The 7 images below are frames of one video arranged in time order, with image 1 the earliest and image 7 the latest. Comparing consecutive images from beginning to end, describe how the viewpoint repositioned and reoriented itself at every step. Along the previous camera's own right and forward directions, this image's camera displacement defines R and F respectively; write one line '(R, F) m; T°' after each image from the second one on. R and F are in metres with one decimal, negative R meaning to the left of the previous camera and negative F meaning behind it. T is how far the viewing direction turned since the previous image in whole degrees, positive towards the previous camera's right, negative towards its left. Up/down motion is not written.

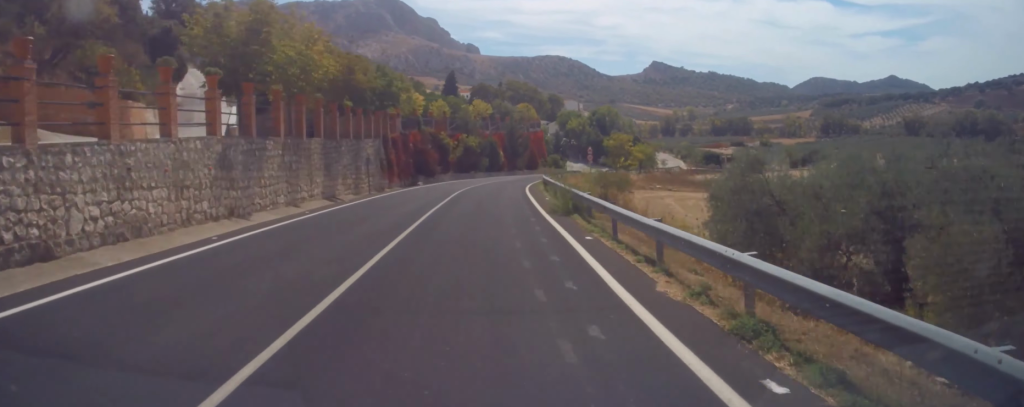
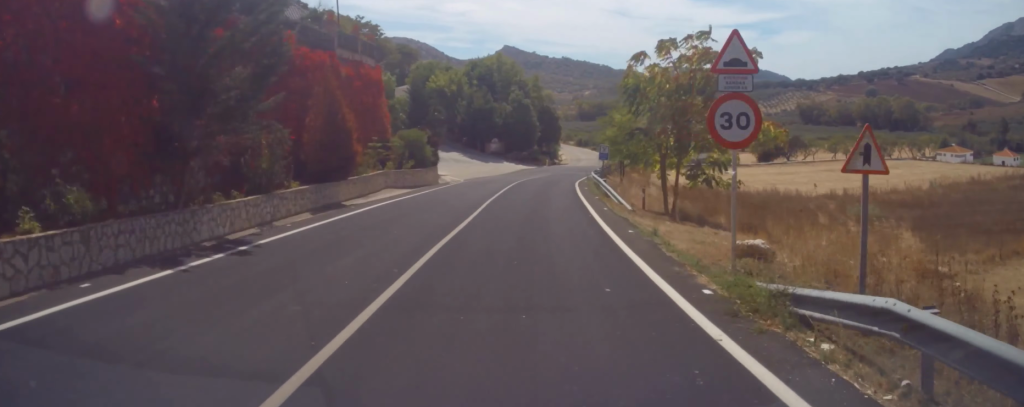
(+10.0, +83.3) m; +7°
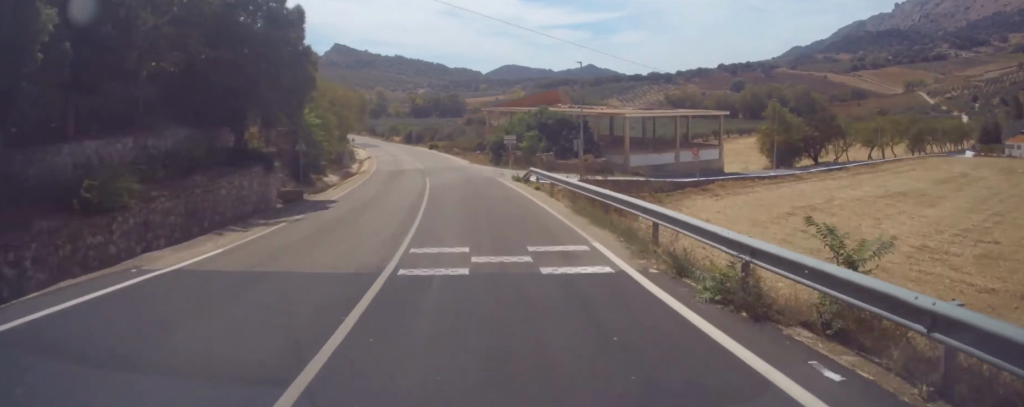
(+6.7, +79.3) m; 0°
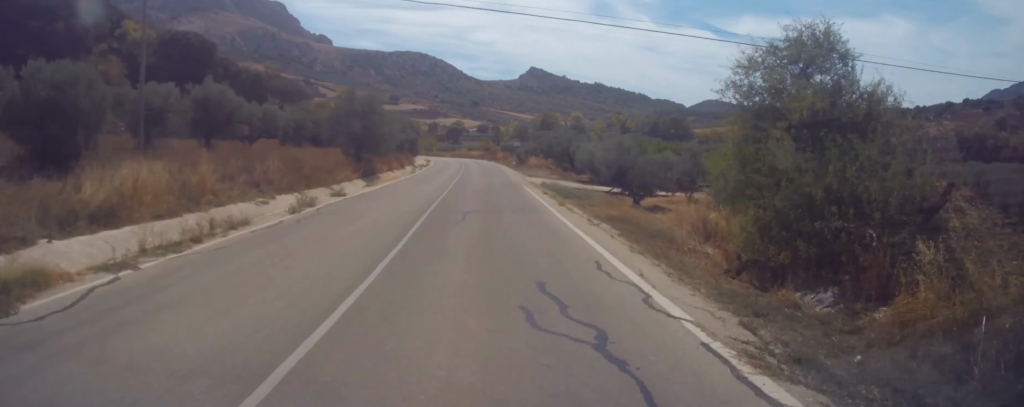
(-16.3, +141.8) m; -20°
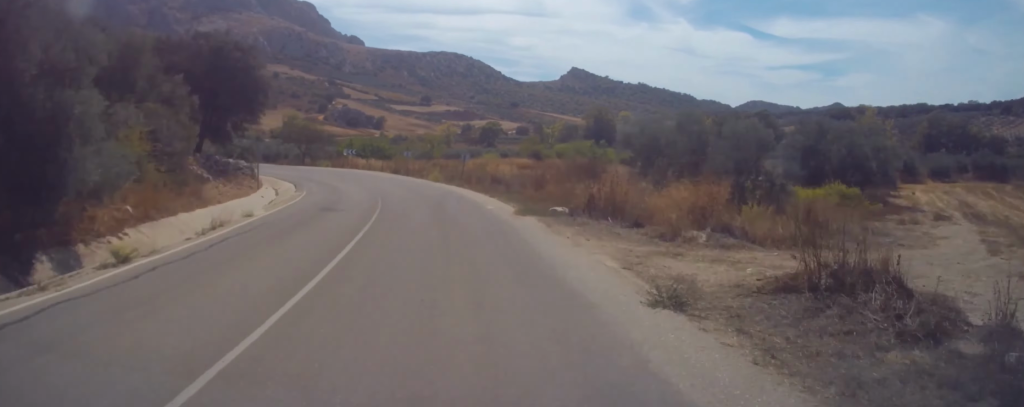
(-1.5, +75.6) m; -19°
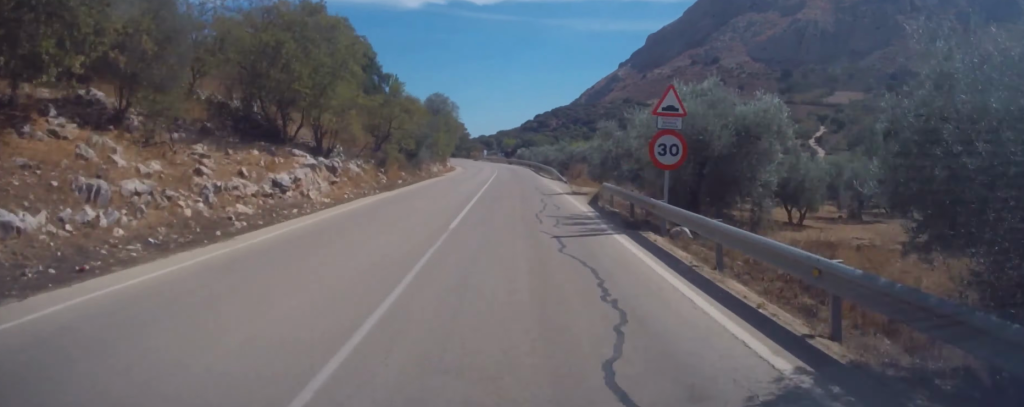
(-48.8, +123.6) m; -37°
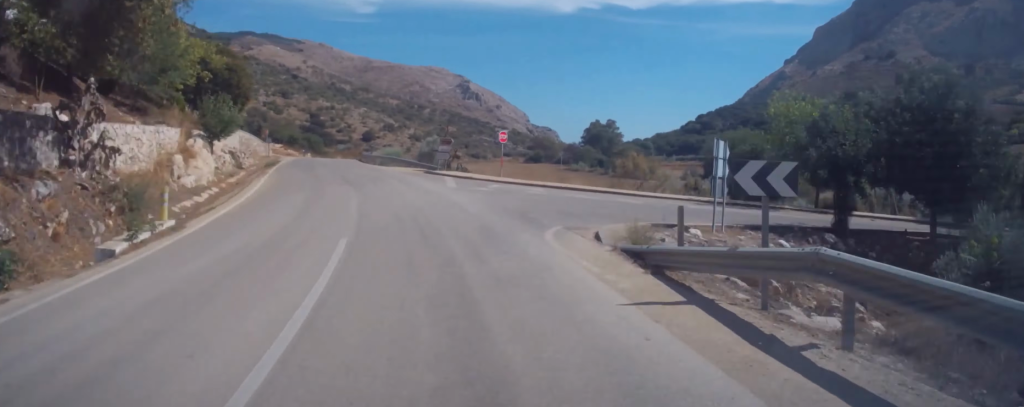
(-25.9, +98.8) m; -13°
